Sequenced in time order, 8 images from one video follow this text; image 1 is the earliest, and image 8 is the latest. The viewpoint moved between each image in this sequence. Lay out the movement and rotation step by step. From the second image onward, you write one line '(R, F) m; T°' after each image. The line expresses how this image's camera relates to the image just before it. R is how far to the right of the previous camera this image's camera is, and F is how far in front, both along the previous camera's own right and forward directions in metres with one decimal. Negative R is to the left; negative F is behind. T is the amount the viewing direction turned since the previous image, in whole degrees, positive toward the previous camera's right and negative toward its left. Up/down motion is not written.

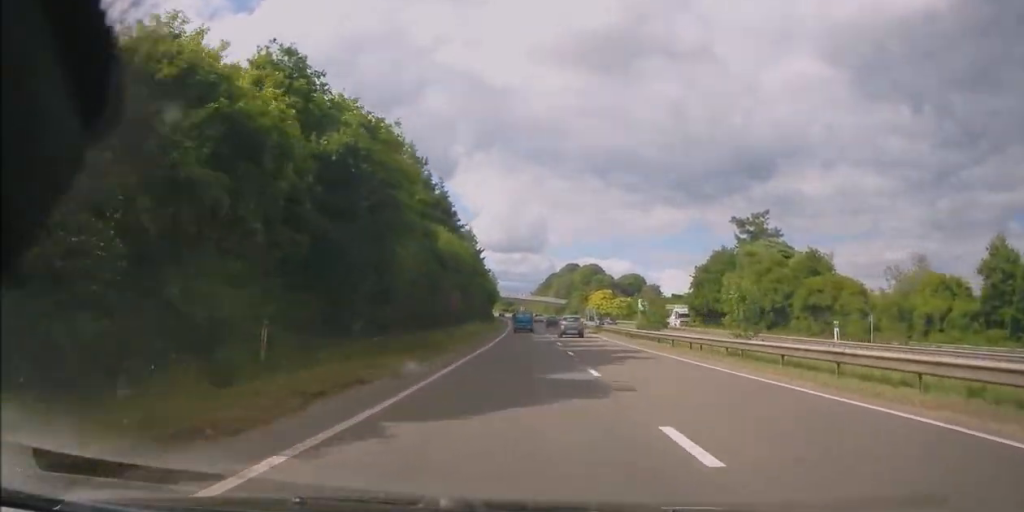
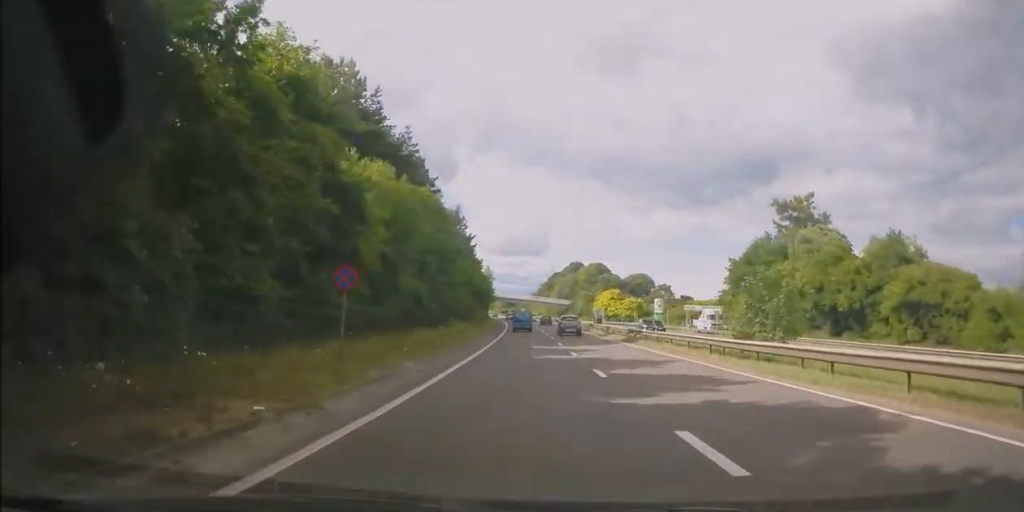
(0.0, +18.9) m; 0°
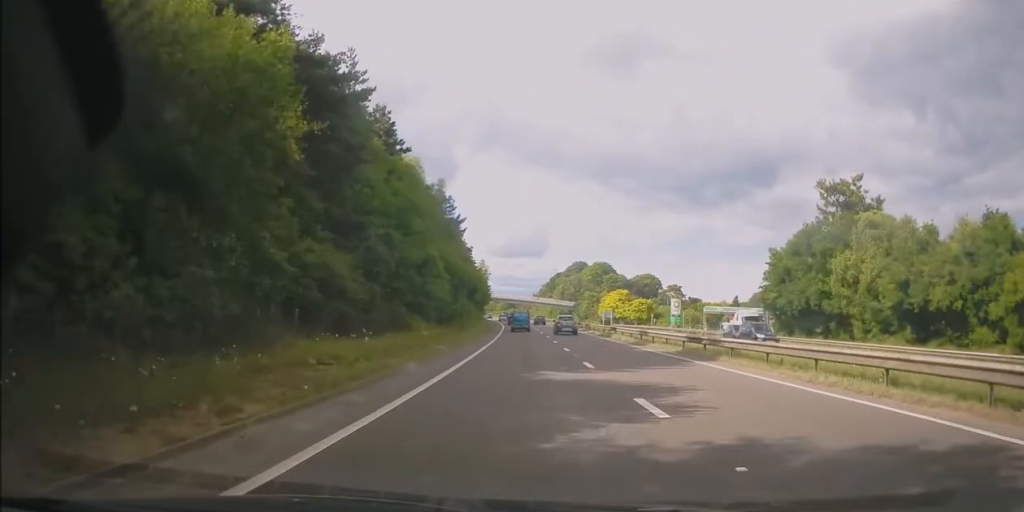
(0.0, +15.5) m; -1°
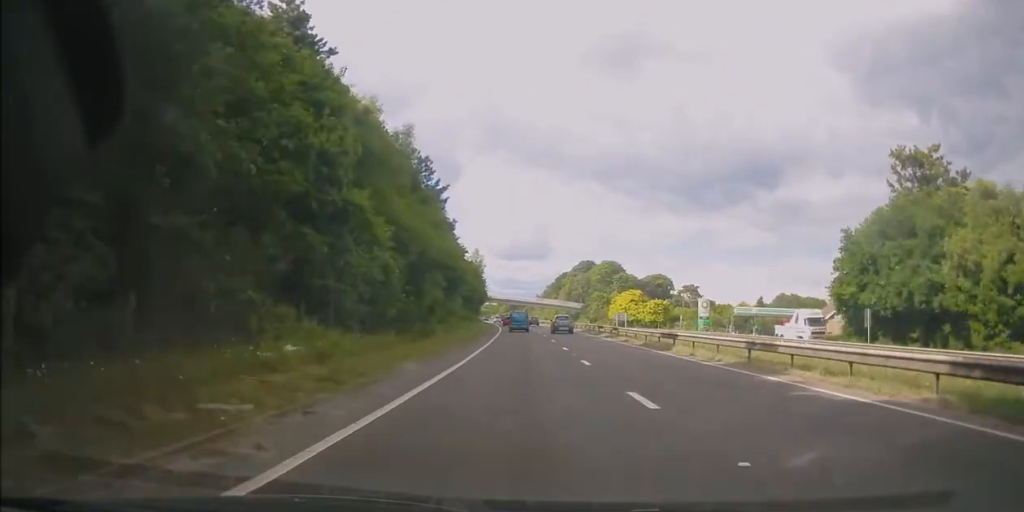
(-0.2, +18.0) m; -1°
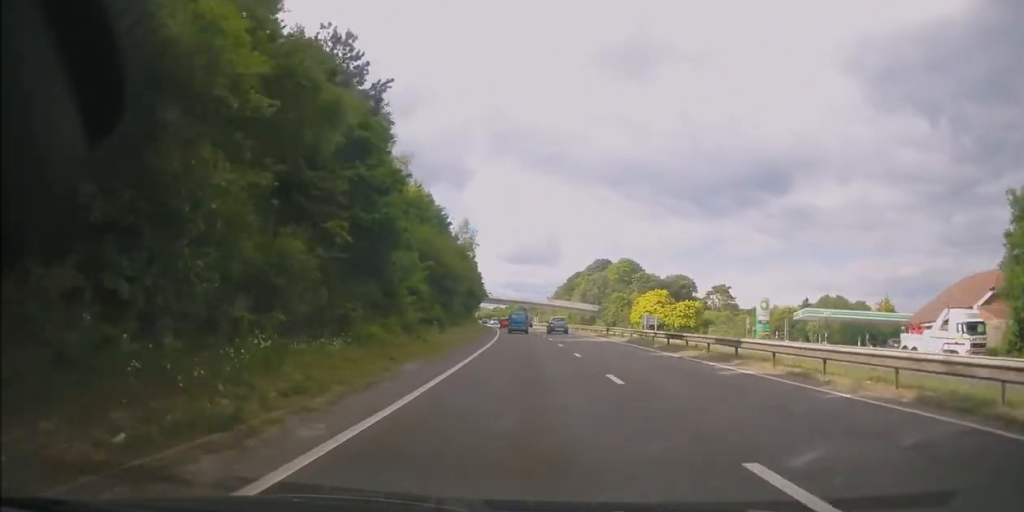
(-0.2, +24.4) m; -1°
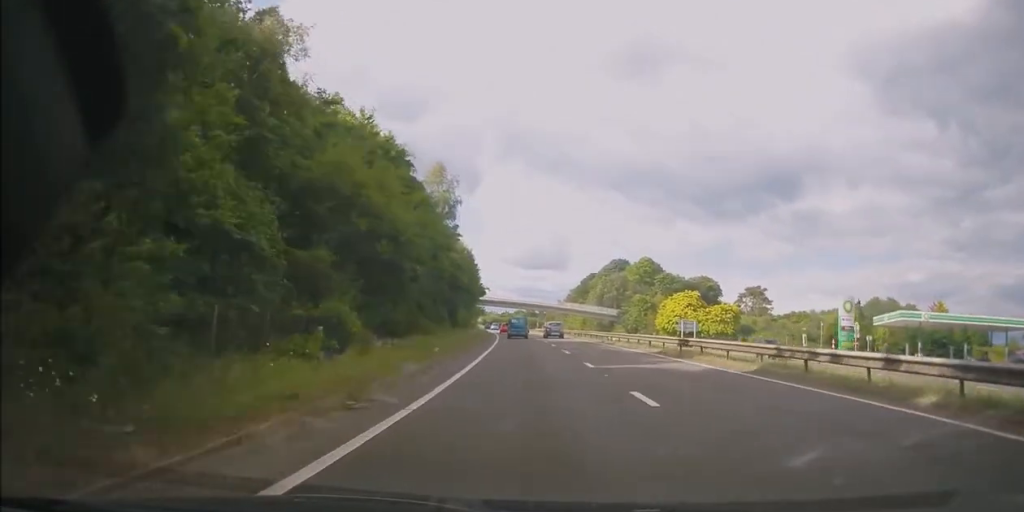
(-0.1, +21.4) m; -1°
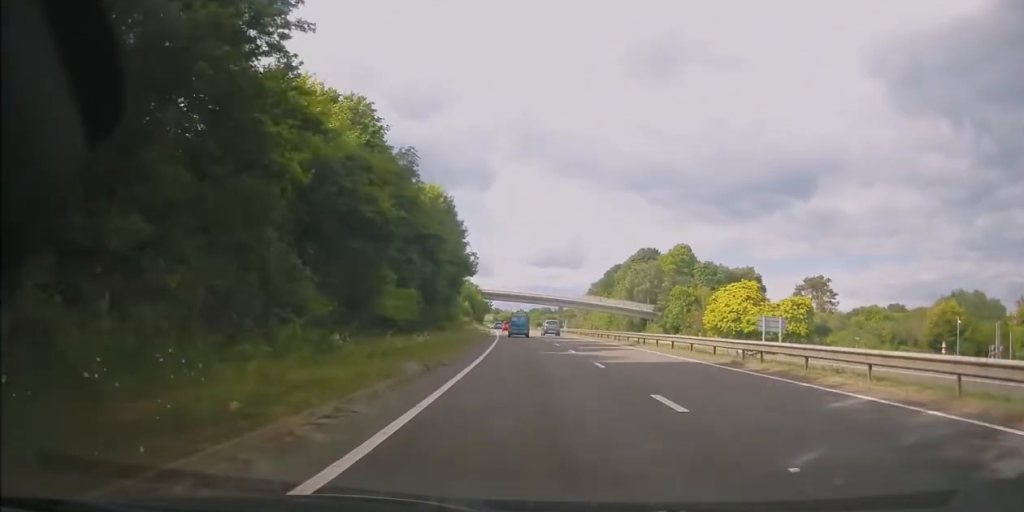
(-0.2, +28.8) m; -1°
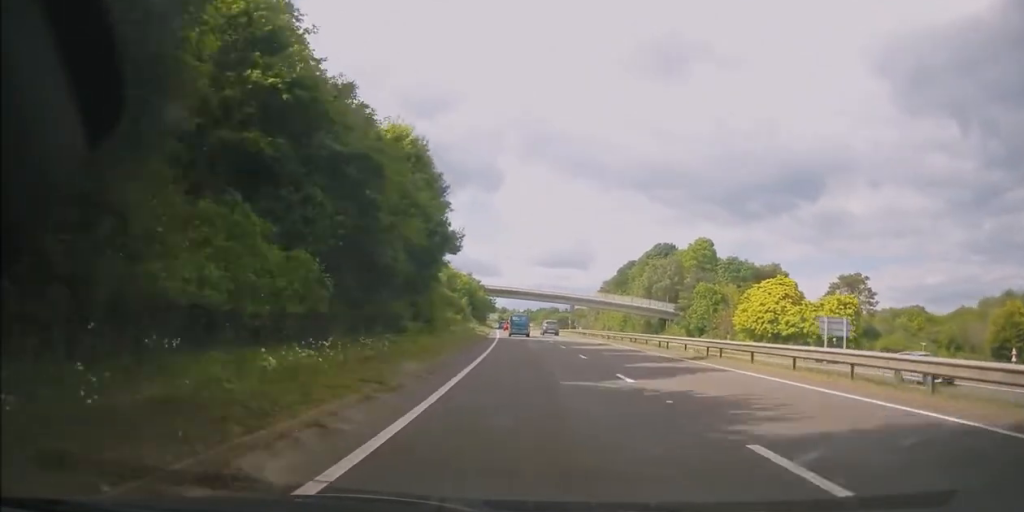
(0.0, +13.6) m; -1°
